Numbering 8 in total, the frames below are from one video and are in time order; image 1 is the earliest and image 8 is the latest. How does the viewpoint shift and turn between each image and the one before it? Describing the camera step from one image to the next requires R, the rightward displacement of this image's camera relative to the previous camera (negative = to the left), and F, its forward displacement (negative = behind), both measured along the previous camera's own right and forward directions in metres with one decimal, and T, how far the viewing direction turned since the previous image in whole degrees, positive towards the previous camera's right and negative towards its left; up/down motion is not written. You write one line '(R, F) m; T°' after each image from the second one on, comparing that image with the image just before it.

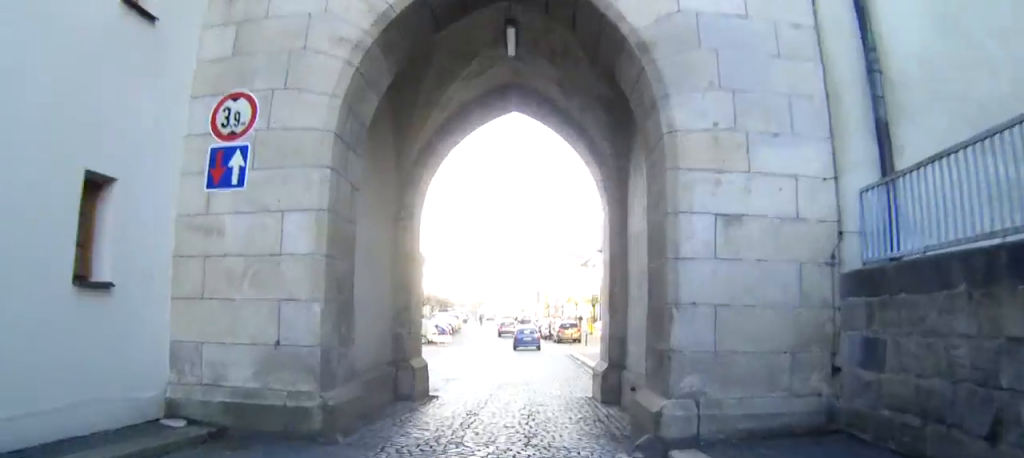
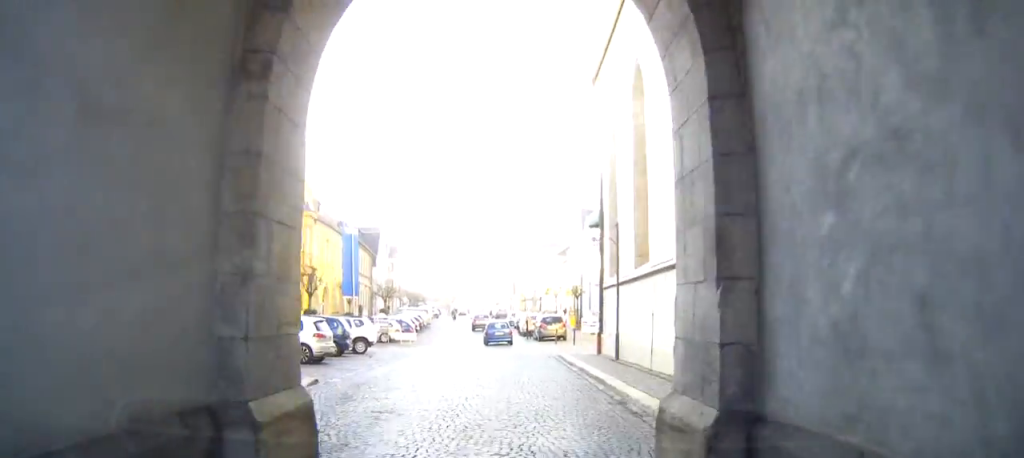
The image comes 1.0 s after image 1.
(-0.1, +7.0) m; -2°
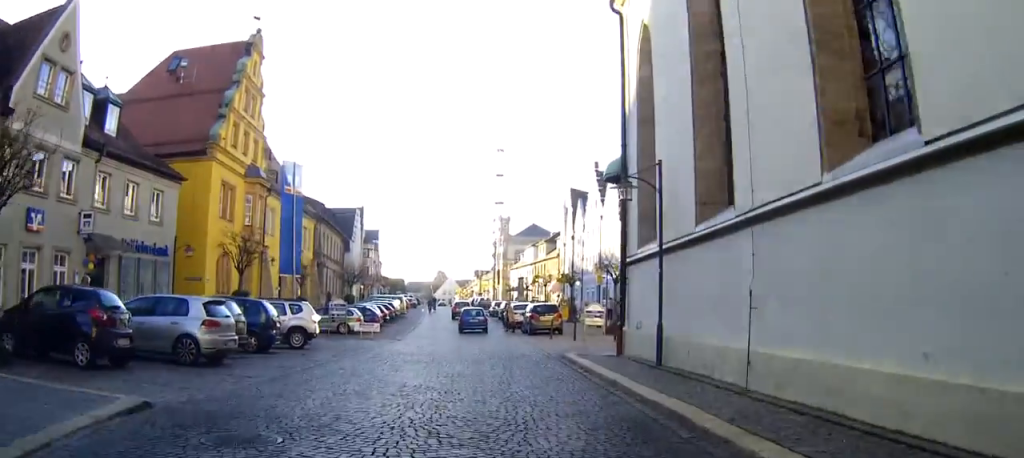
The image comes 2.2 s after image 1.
(-0.2, +7.6) m; +3°
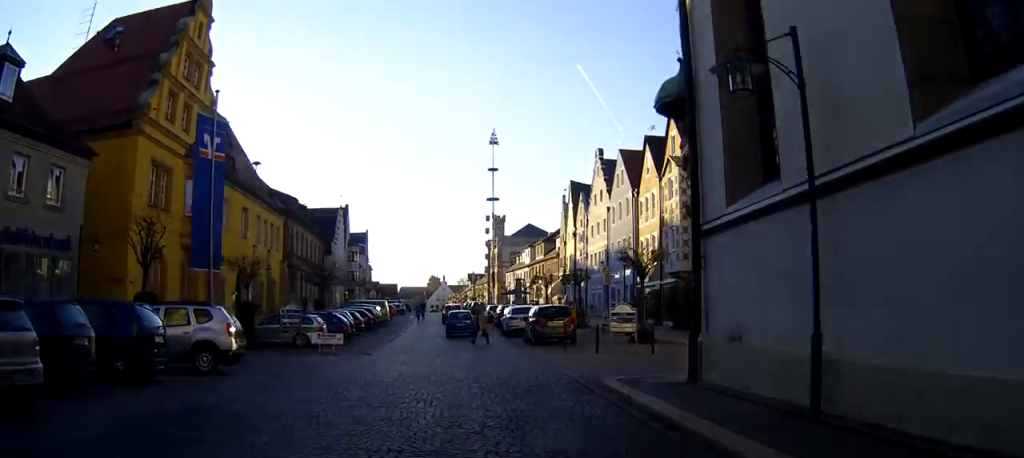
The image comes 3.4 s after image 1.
(+0.6, +7.5) m; +5°
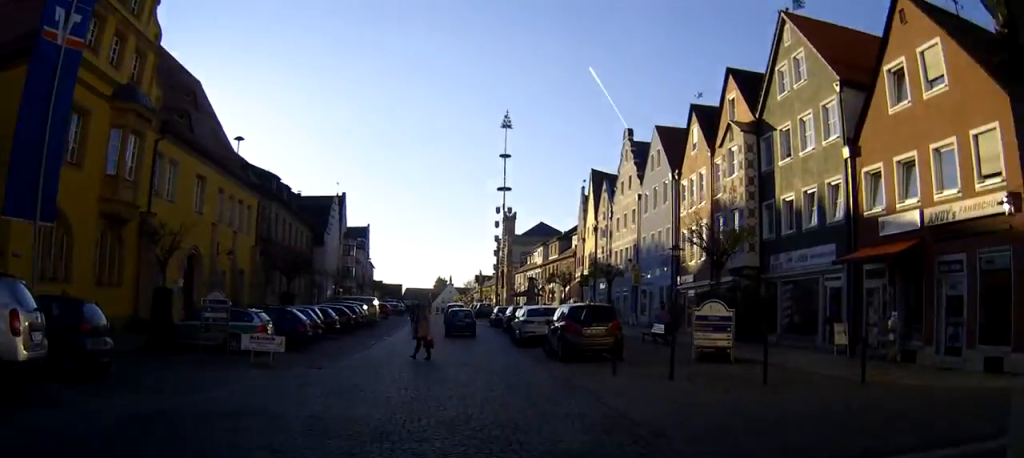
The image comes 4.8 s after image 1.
(+0.2, +9.3) m; +2°
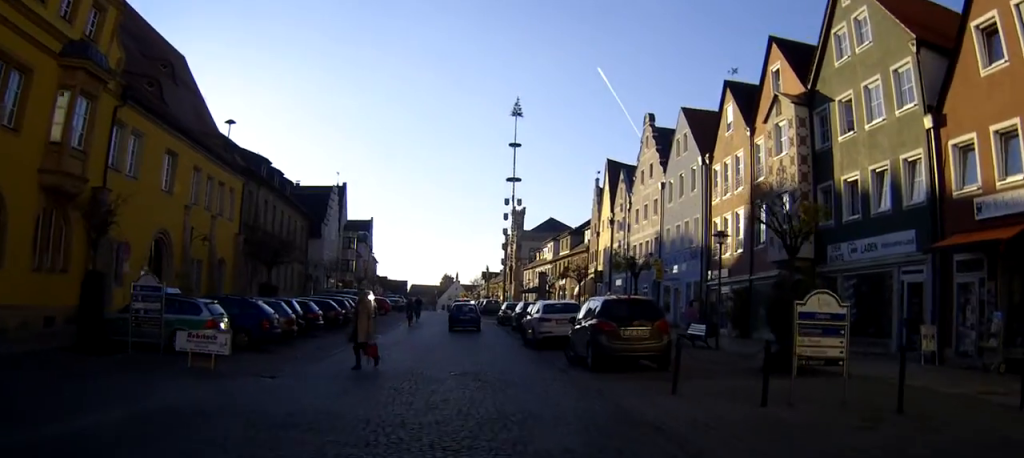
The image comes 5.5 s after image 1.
(0.0, +5.0) m; -1°
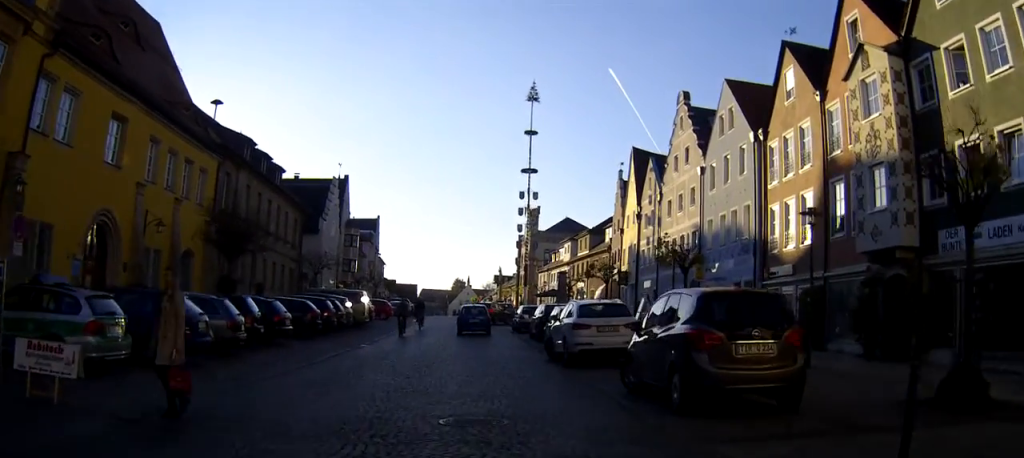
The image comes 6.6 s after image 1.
(-0.2, +6.9) m; -3°
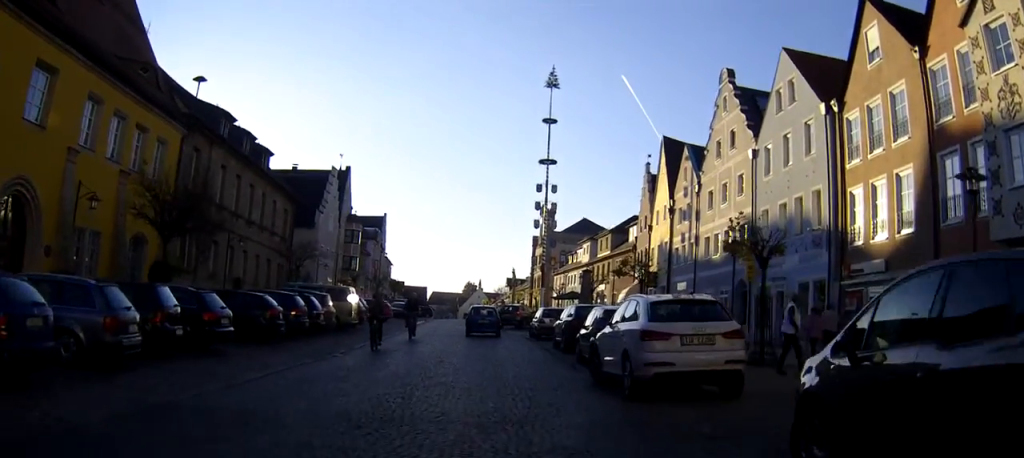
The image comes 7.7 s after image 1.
(-0.1, +7.1) m; +2°
